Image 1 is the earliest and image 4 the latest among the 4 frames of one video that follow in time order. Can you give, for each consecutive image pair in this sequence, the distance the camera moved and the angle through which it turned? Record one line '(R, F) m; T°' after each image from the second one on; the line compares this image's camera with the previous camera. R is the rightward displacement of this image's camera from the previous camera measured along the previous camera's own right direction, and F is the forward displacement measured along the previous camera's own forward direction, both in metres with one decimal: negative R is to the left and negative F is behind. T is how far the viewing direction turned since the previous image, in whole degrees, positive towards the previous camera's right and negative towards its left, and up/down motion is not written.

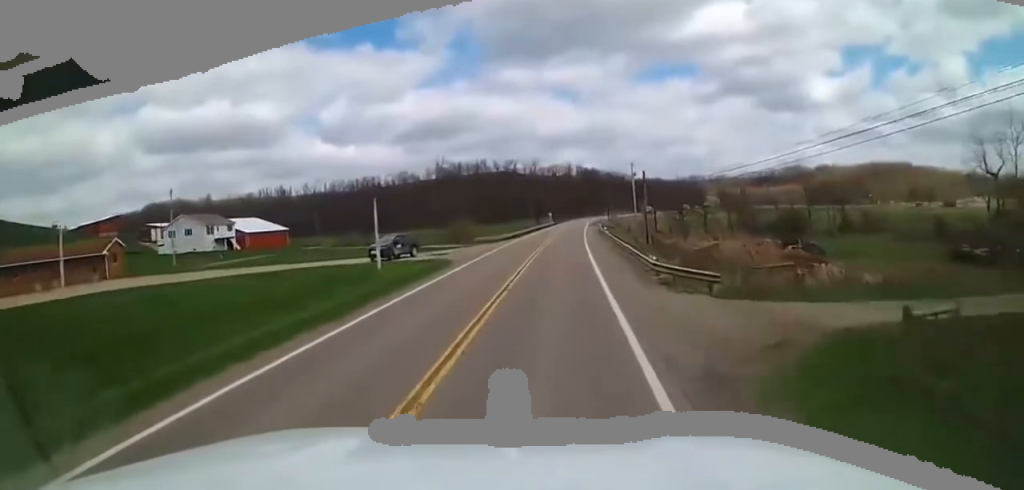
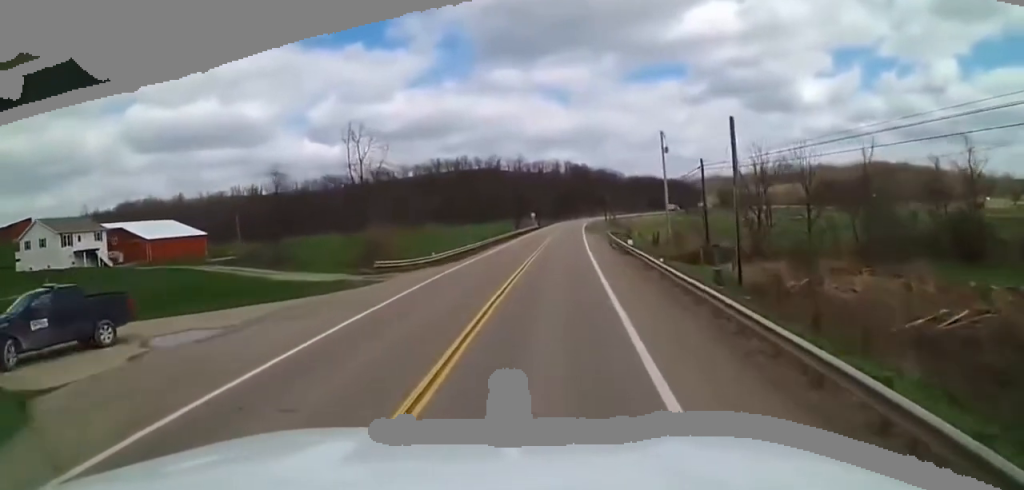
(+1.9, +31.9) m; +4°
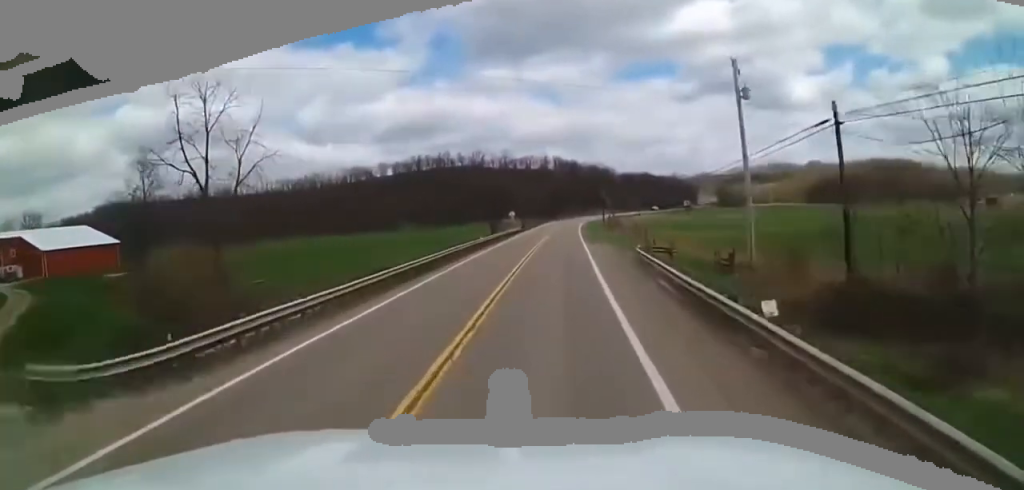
(-0.6, +23.2) m; -1°
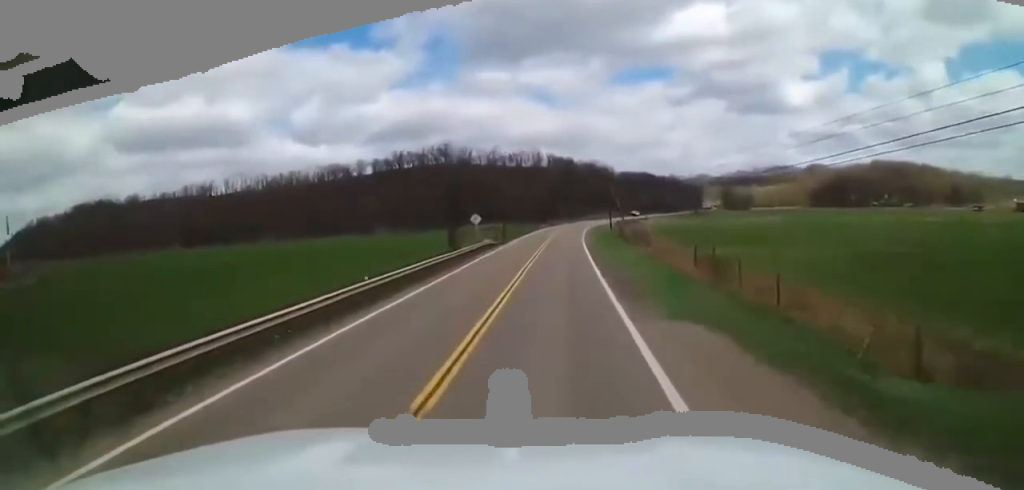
(+0.1, +27.8) m; +2°
